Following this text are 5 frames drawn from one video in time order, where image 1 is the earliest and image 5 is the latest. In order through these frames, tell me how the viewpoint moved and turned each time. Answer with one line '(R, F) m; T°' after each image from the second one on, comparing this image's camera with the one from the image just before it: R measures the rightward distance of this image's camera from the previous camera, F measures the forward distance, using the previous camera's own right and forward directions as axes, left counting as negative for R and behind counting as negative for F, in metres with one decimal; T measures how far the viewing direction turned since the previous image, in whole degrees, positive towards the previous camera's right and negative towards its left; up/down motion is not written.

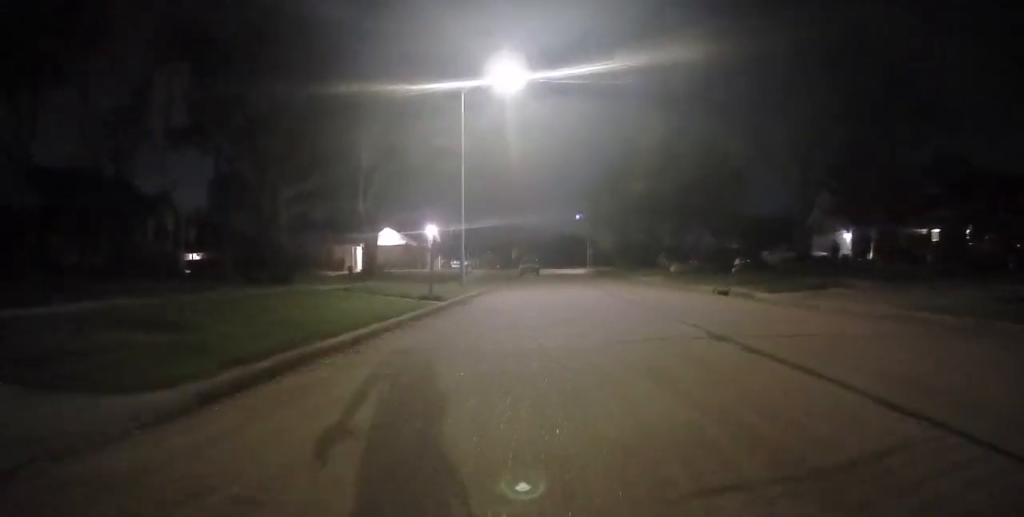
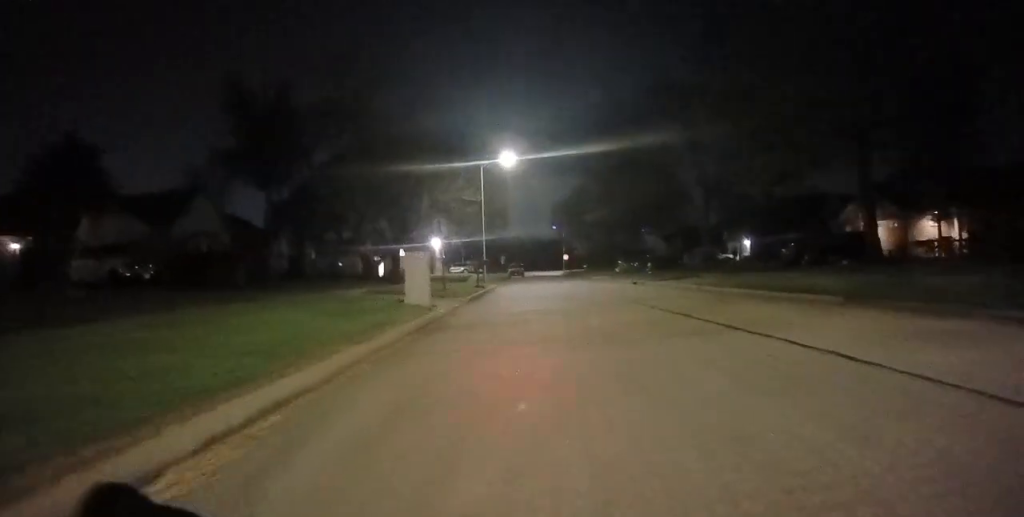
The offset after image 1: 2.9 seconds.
(+0.3, +16.7) m; -2°
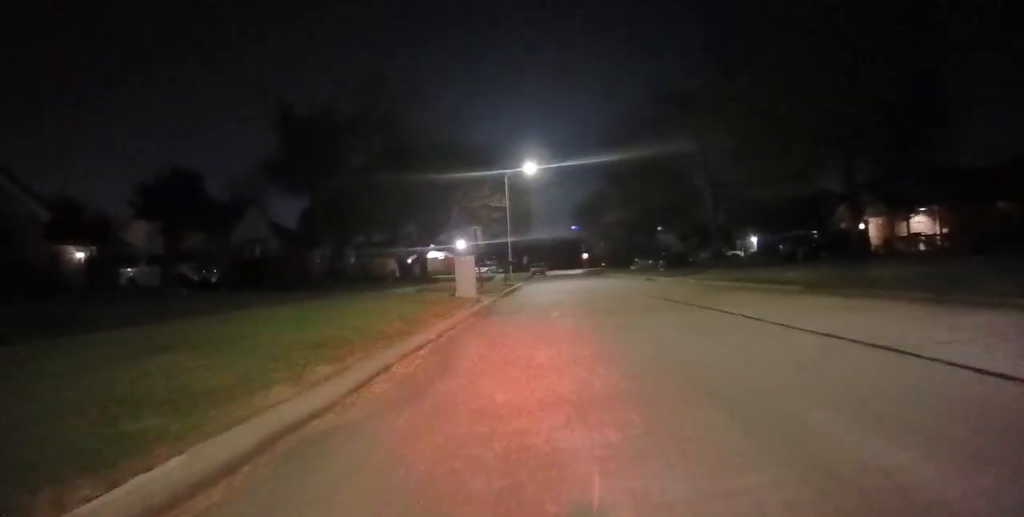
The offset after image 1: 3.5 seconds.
(0.0, +3.5) m; -1°
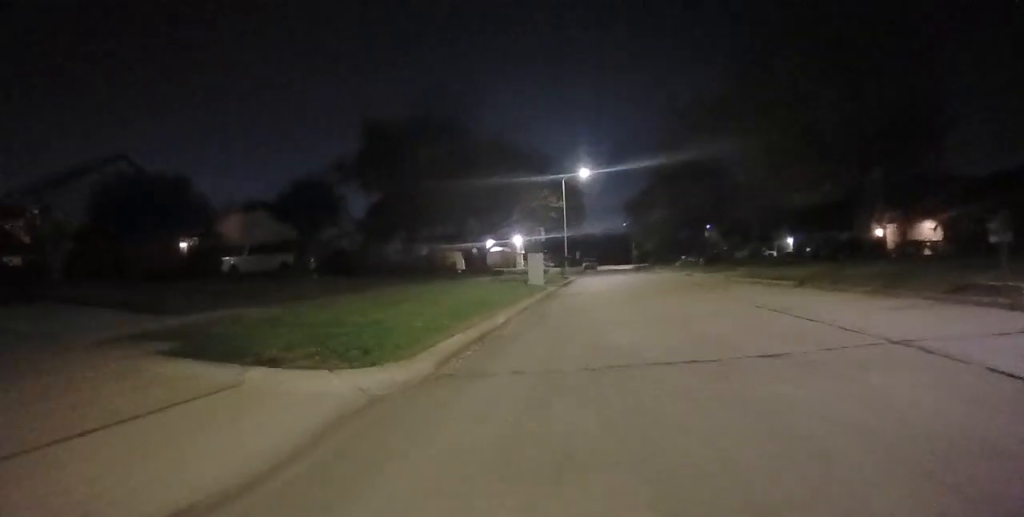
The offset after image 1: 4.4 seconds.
(0.0, +4.6) m; -1°
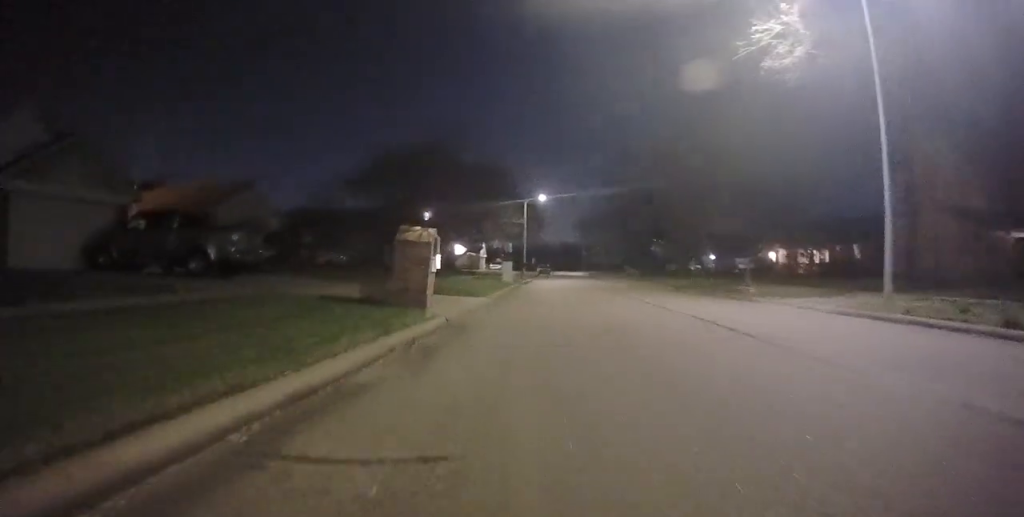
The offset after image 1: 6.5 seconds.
(-0.5, +11.6) m; +3°
